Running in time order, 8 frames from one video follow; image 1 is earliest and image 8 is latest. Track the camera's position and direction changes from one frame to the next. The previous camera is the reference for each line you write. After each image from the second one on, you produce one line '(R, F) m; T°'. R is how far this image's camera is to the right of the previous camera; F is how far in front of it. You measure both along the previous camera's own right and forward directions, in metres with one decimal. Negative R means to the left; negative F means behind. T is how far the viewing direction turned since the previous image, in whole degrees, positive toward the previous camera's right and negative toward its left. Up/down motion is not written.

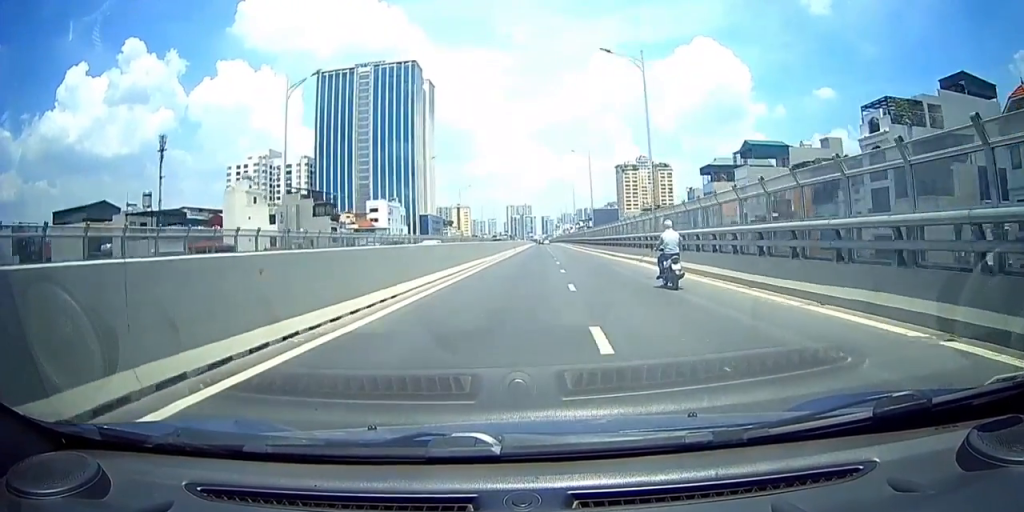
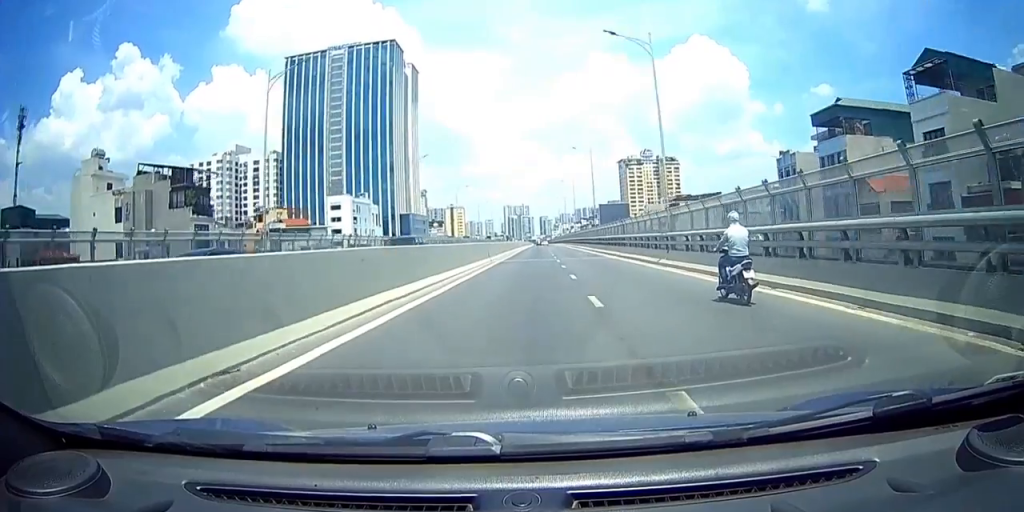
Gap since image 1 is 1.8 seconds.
(-0.2, +32.8) m; -2°
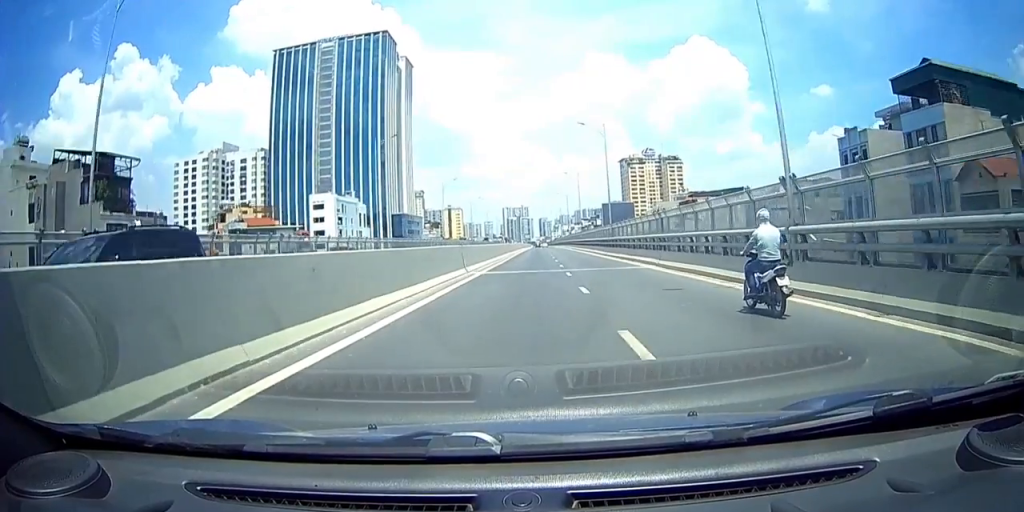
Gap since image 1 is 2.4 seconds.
(-0.2, +11.9) m; -1°
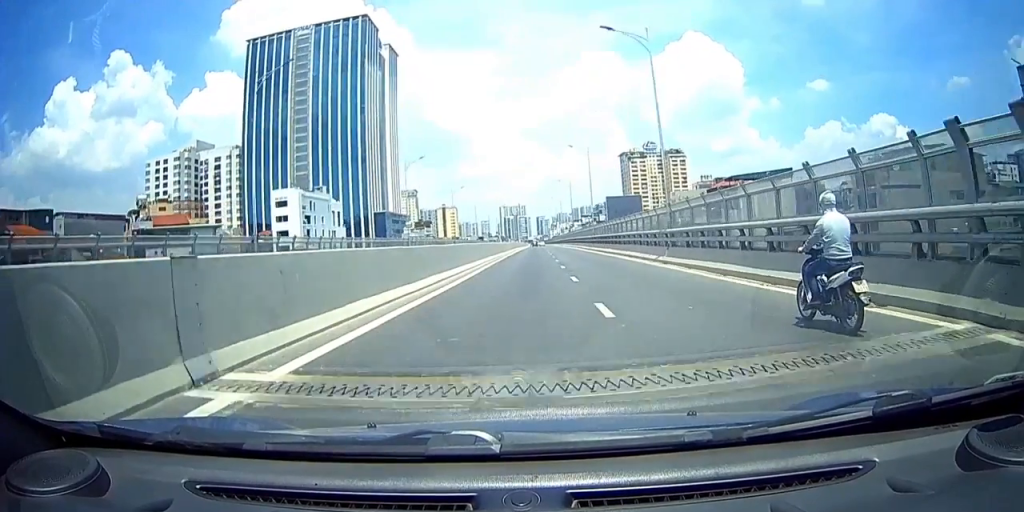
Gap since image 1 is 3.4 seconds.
(-0.2, +20.0) m; -1°
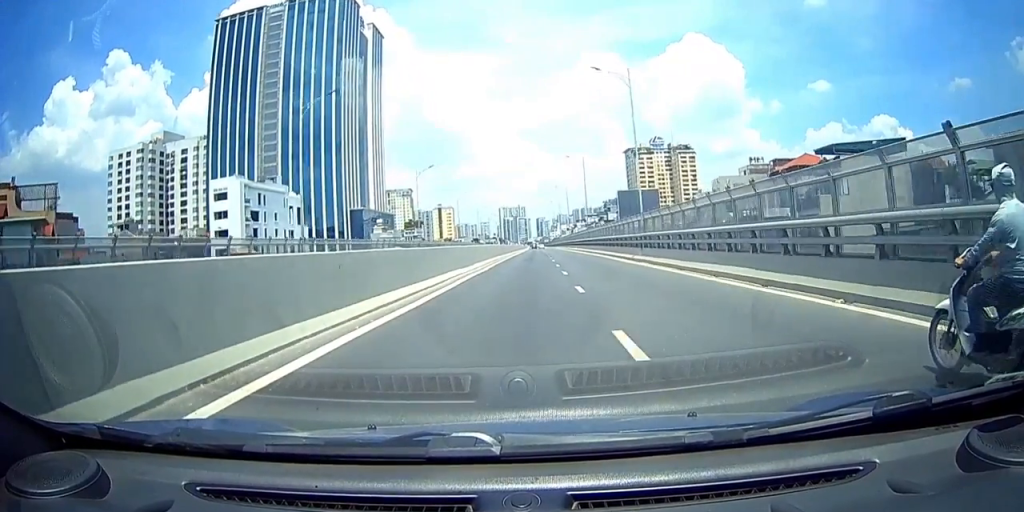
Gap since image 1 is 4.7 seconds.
(0.0, +26.6) m; 0°
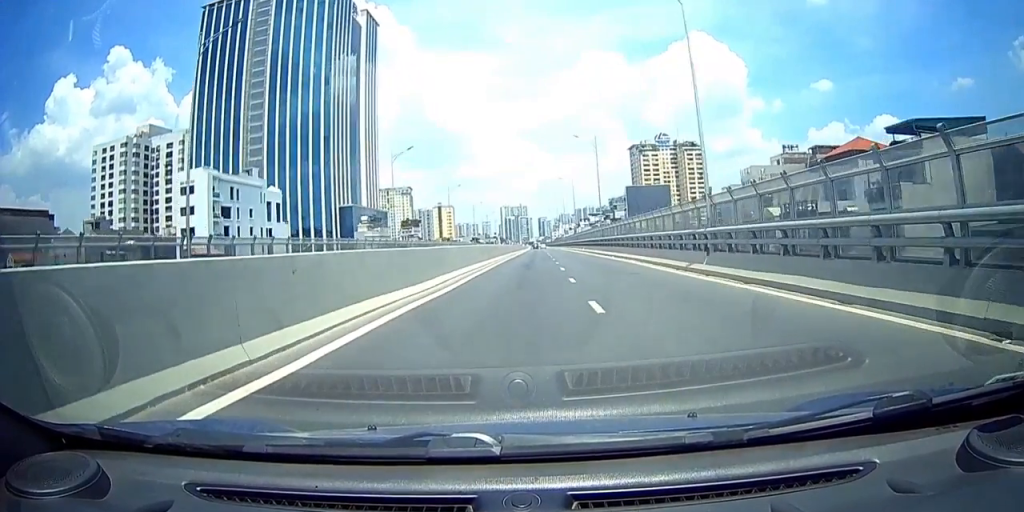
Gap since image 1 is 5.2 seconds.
(0.0, +11.4) m; 0°
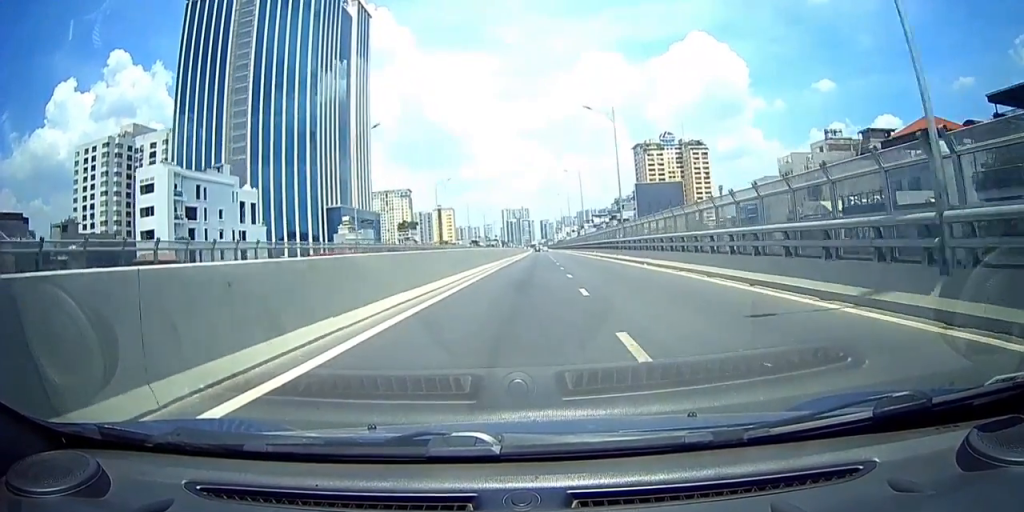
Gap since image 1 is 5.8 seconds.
(0.0, +11.4) m; 0°
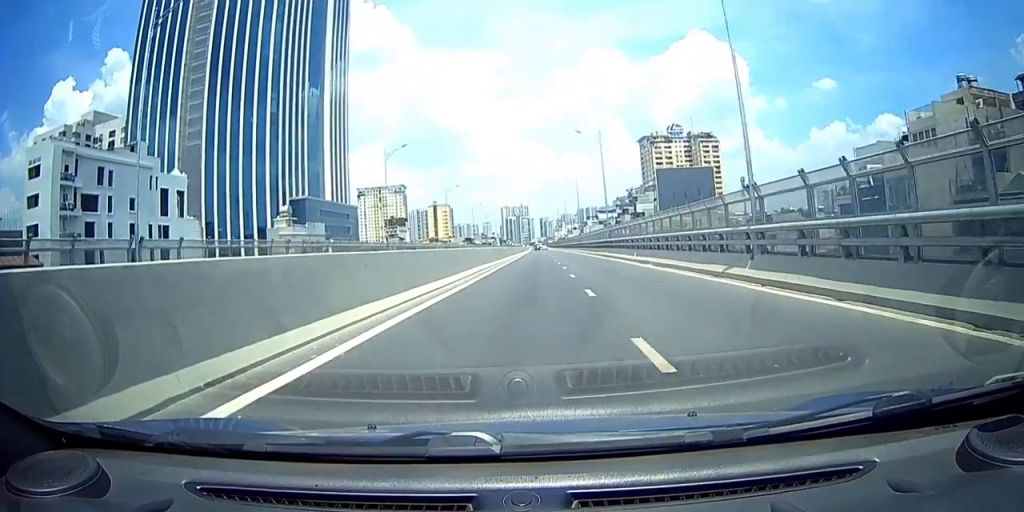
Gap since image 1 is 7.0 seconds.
(0.0, +23.8) m; 0°
